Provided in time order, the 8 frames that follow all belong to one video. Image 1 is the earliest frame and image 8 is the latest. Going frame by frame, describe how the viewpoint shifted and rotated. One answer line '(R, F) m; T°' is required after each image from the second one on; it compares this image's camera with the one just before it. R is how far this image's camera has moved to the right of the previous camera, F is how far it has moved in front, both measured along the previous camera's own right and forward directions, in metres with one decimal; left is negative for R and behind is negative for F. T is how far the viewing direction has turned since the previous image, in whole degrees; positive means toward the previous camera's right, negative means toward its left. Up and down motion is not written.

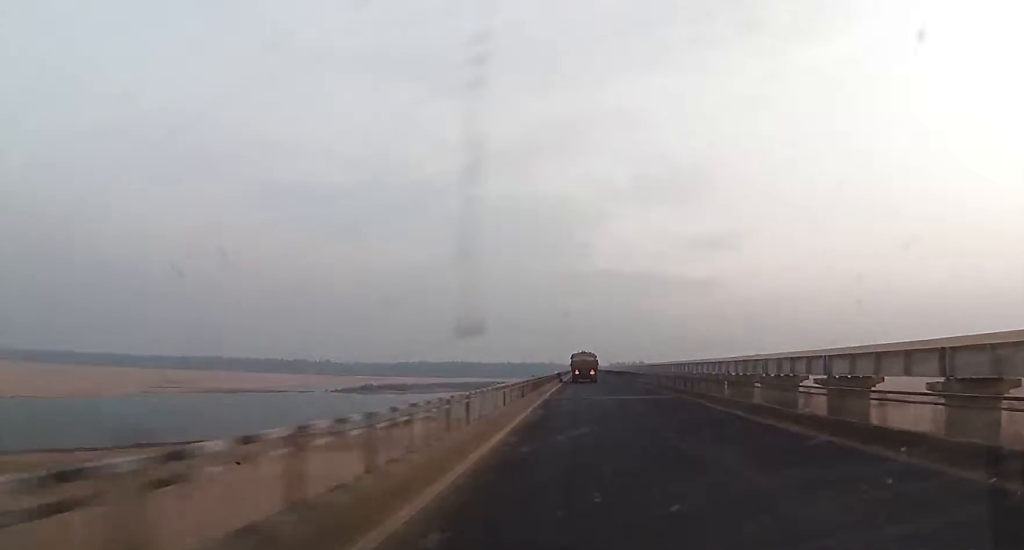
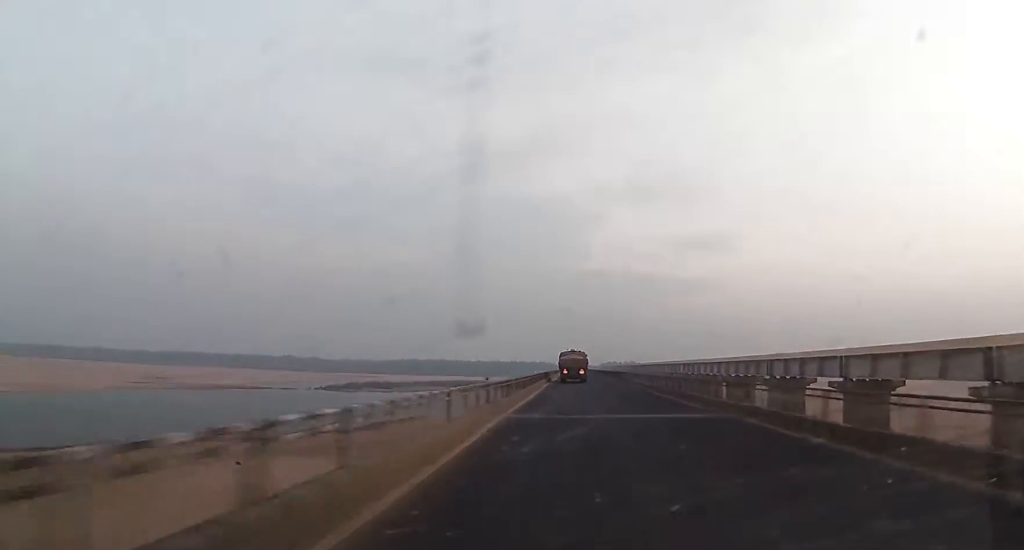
(-0.2, +13.5) m; 0°
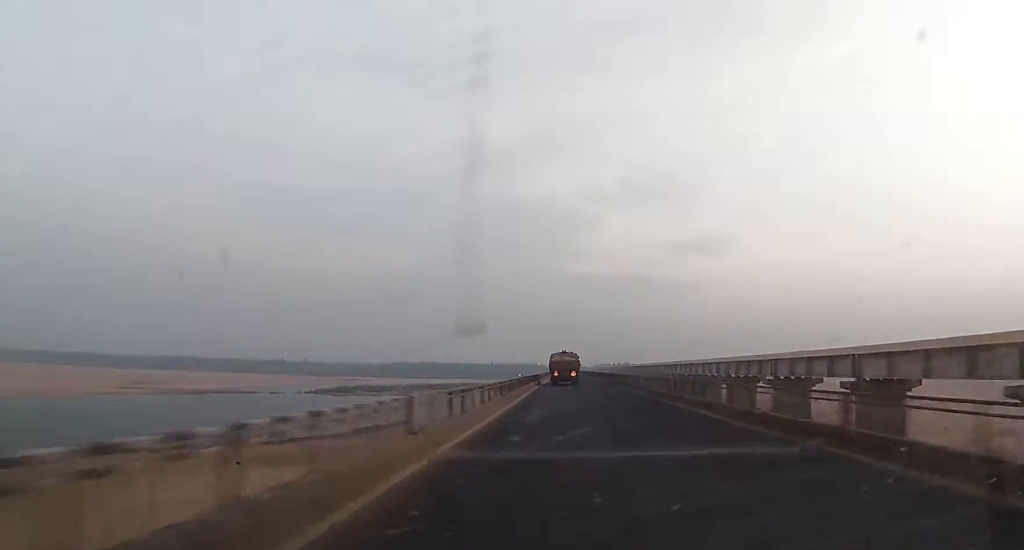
(-0.2, +8.6) m; 0°
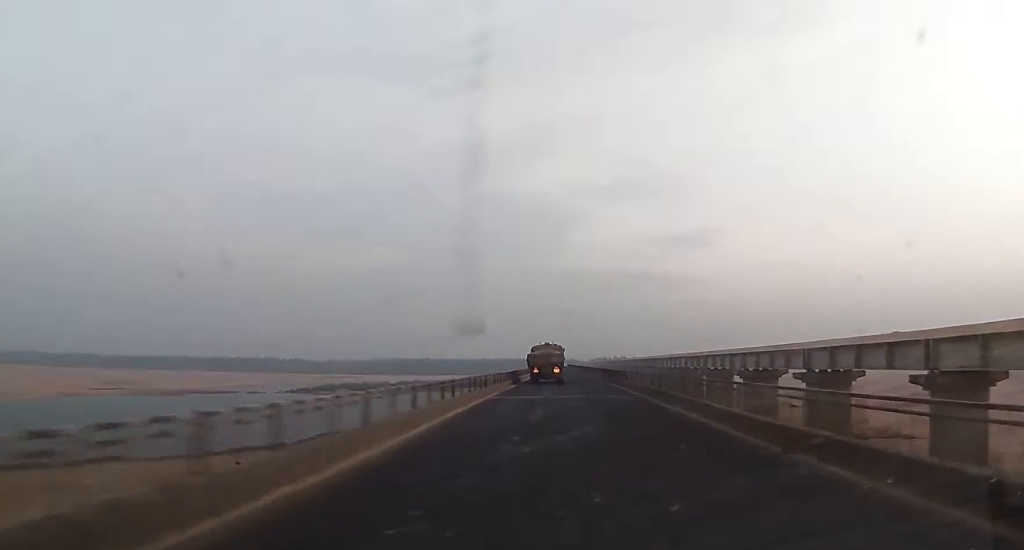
(+0.8, +27.9) m; +2°
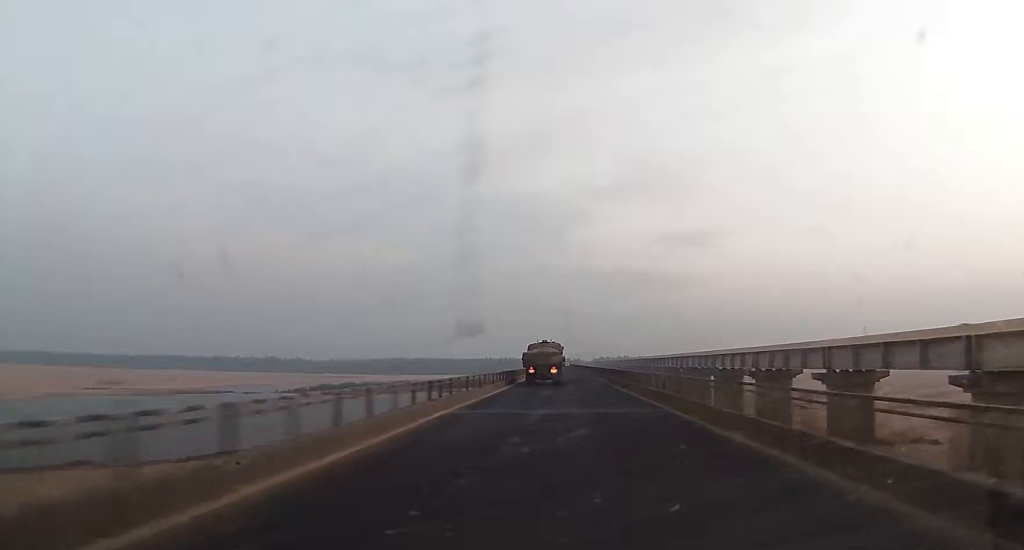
(0.0, +10.1) m; 0°
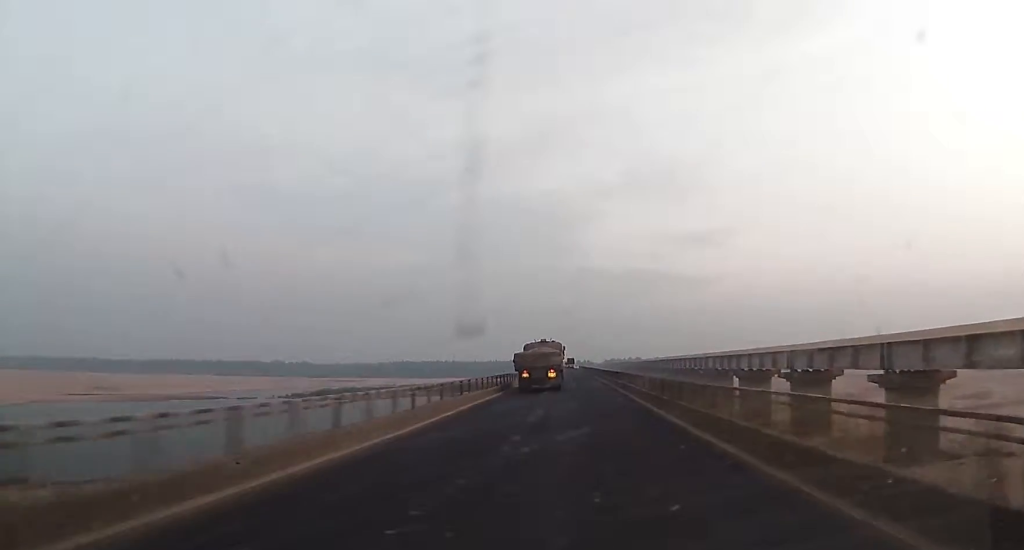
(0.0, +22.1) m; 0°
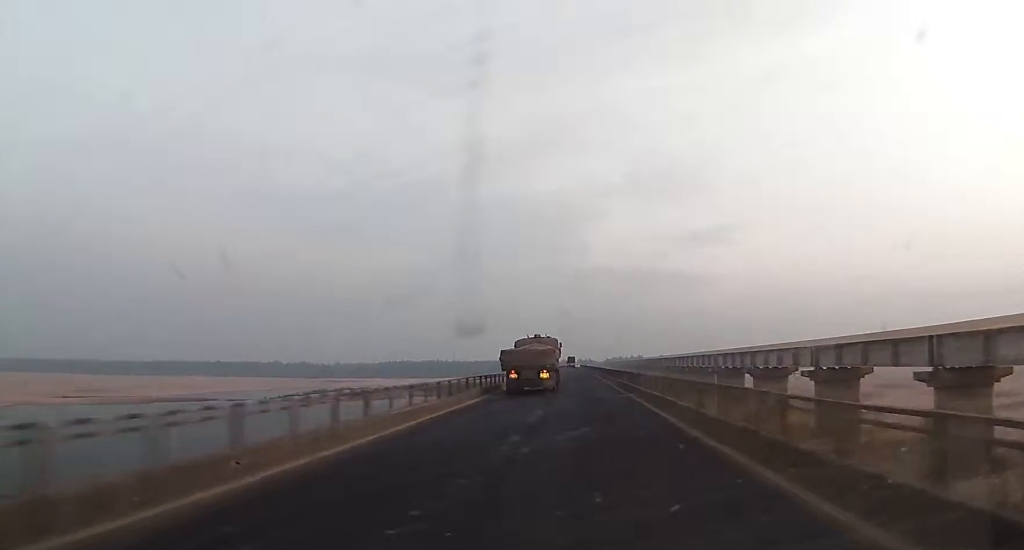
(0.0, +15.9) m; 0°
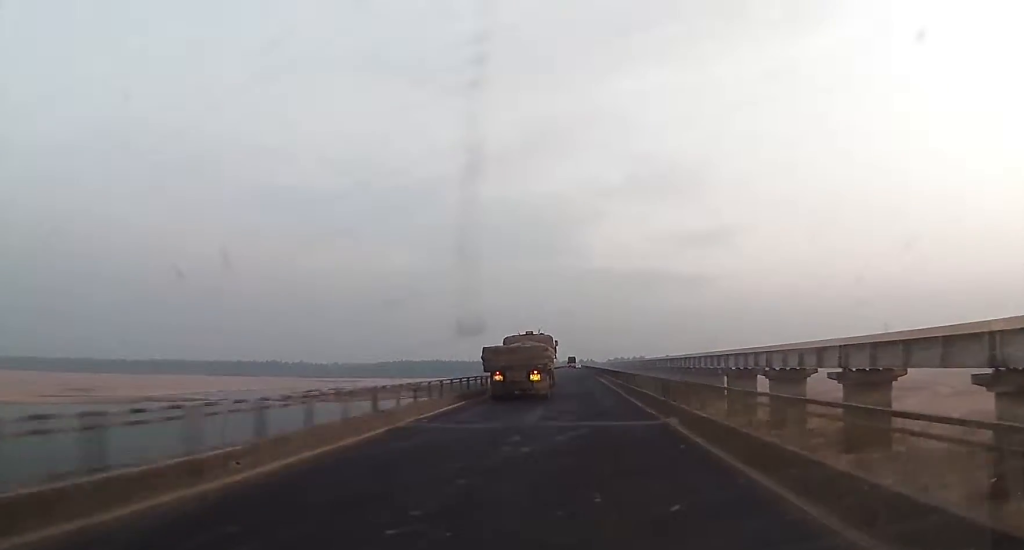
(0.0, +15.0) m; 0°
